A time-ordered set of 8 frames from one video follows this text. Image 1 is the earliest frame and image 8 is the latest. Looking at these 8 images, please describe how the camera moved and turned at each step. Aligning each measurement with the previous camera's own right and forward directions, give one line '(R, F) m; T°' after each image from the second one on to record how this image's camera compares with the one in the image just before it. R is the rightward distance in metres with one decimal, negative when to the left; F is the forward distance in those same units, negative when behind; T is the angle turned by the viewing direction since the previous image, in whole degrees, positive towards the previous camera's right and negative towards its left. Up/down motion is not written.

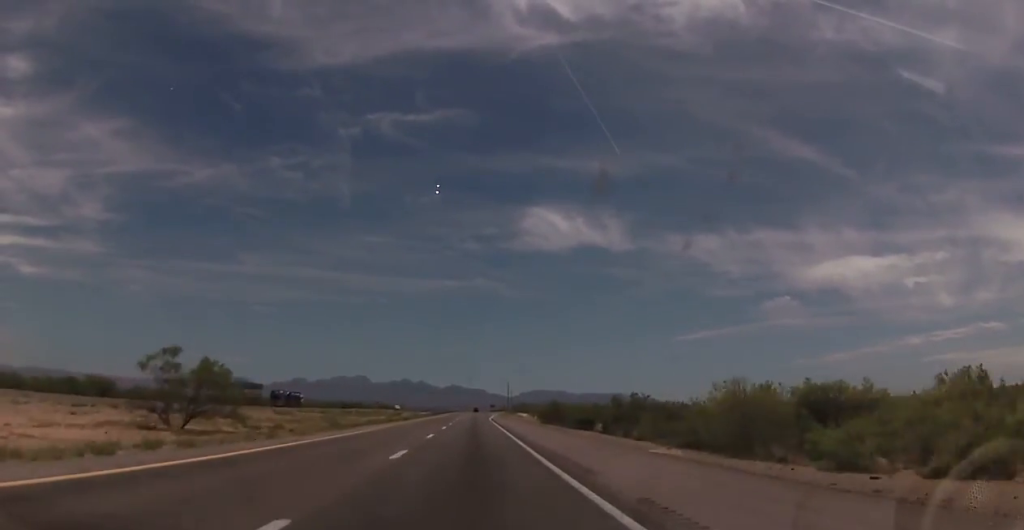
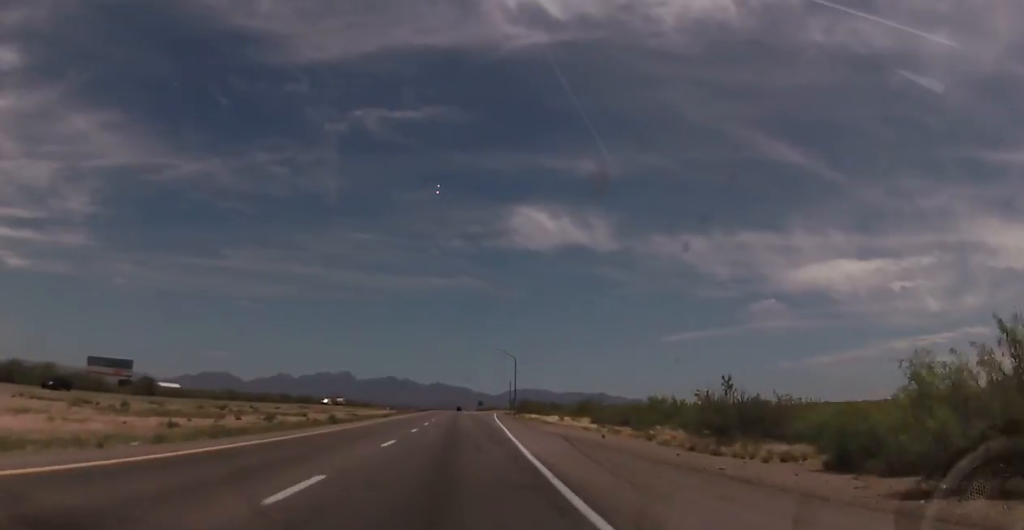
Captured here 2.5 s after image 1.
(+0.5, +82.1) m; +2°
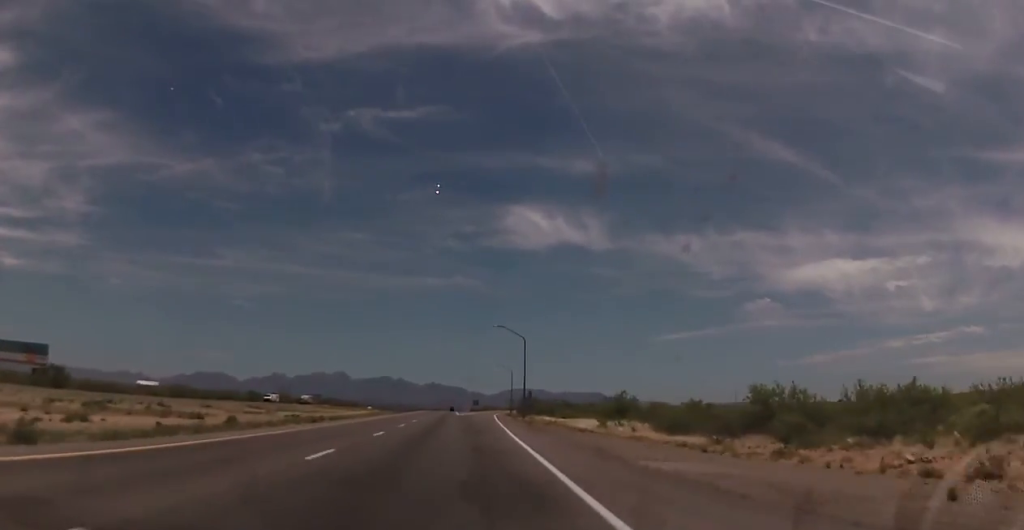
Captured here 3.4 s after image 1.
(+0.5, +30.8) m; +1°
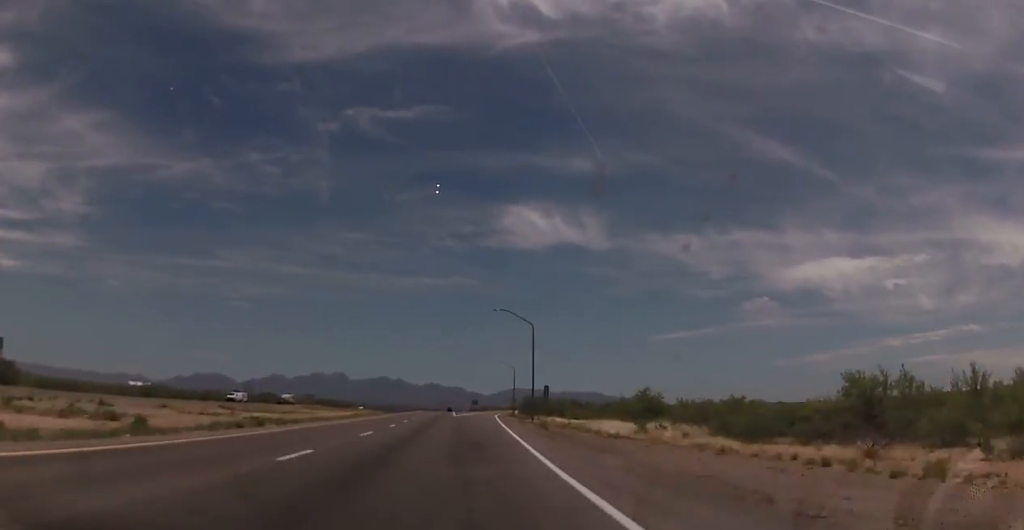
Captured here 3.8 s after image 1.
(0.0, +13.2) m; 0°
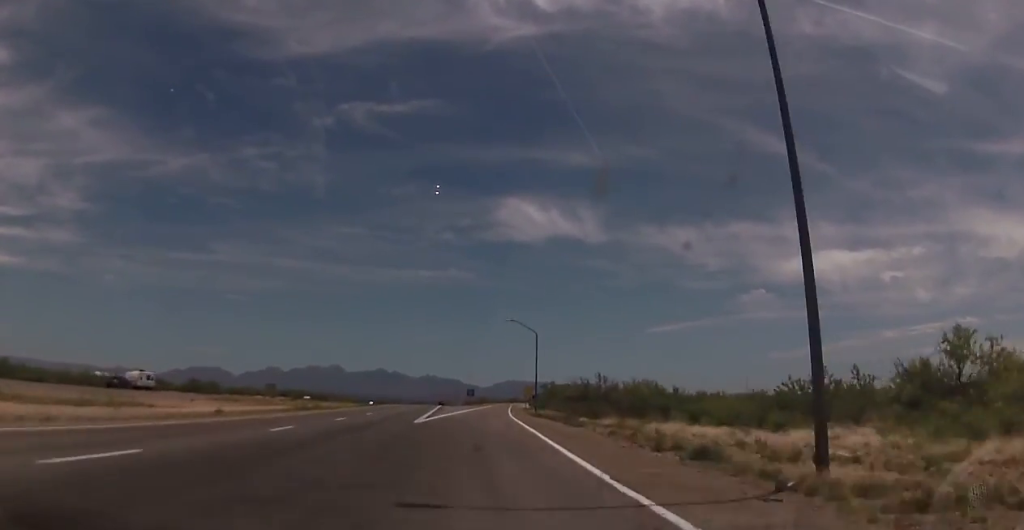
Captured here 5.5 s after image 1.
(0.0, +55.3) m; 0°
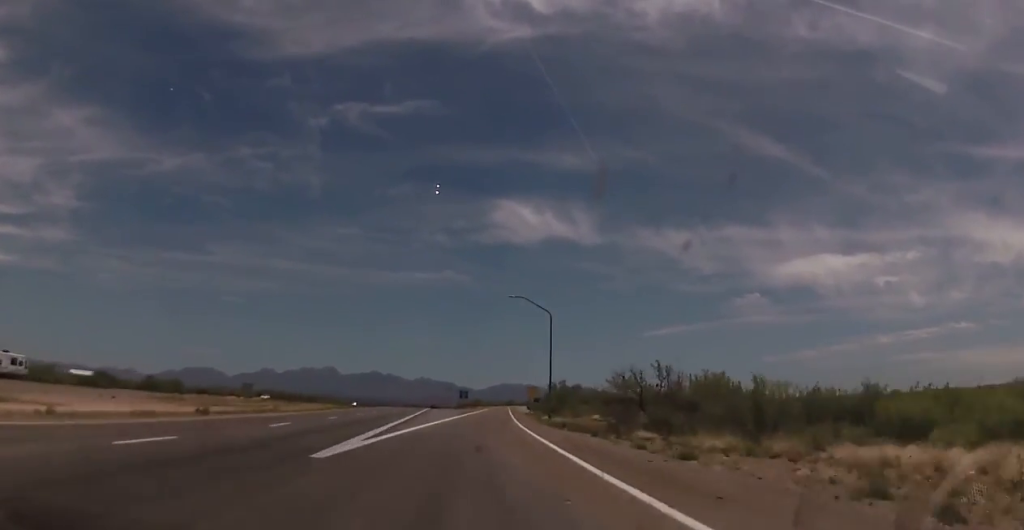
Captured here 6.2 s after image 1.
(0.0, +21.3) m; 0°
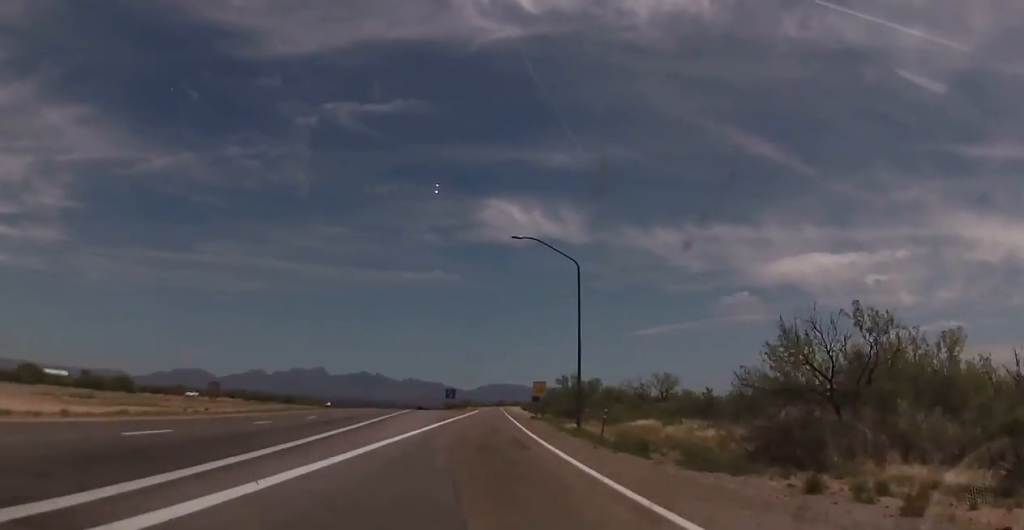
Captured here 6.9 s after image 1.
(0.0, +22.5) m; +1°
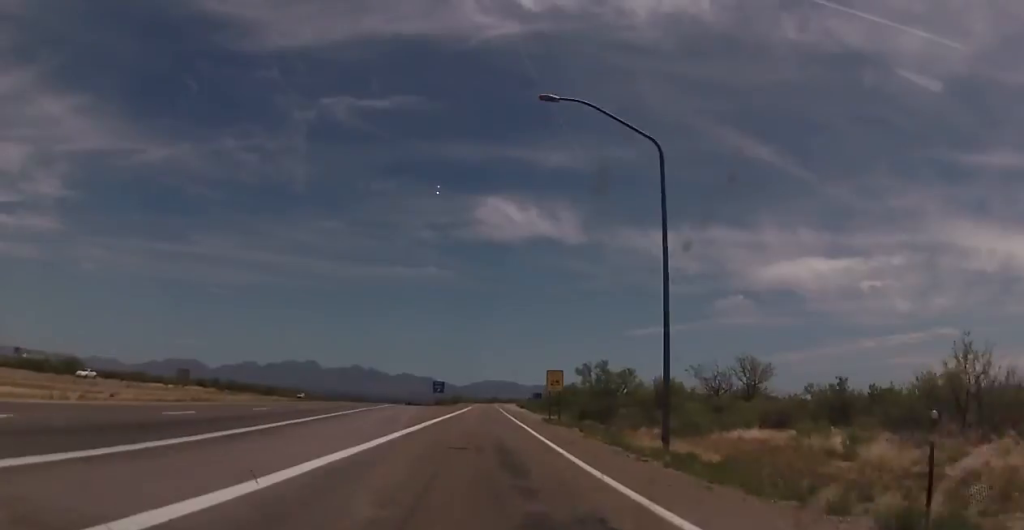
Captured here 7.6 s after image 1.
(0.0, +19.6) m; +1°
